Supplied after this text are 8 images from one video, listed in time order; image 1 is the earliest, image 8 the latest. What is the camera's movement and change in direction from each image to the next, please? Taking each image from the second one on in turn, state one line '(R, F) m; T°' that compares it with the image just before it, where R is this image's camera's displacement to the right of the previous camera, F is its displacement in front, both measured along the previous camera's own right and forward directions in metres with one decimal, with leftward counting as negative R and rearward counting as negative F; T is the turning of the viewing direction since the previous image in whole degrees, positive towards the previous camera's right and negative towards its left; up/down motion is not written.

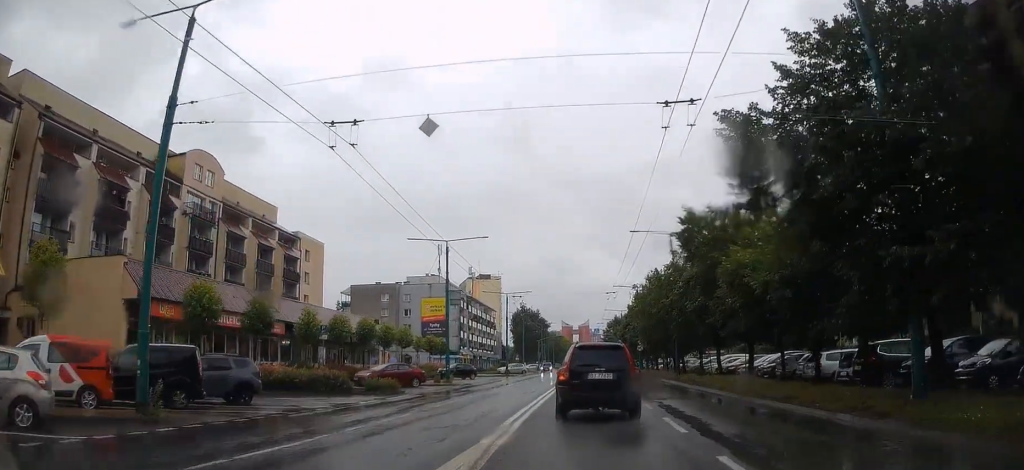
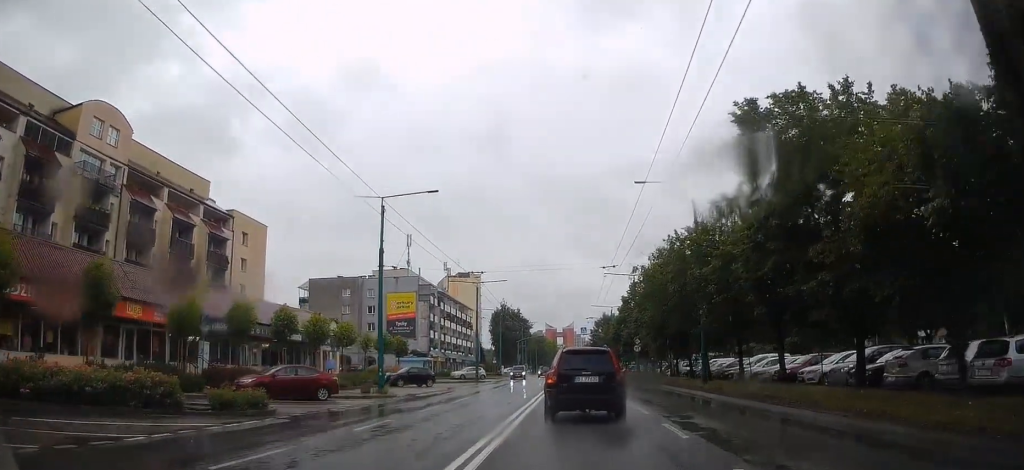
(0.0, +13.9) m; +1°
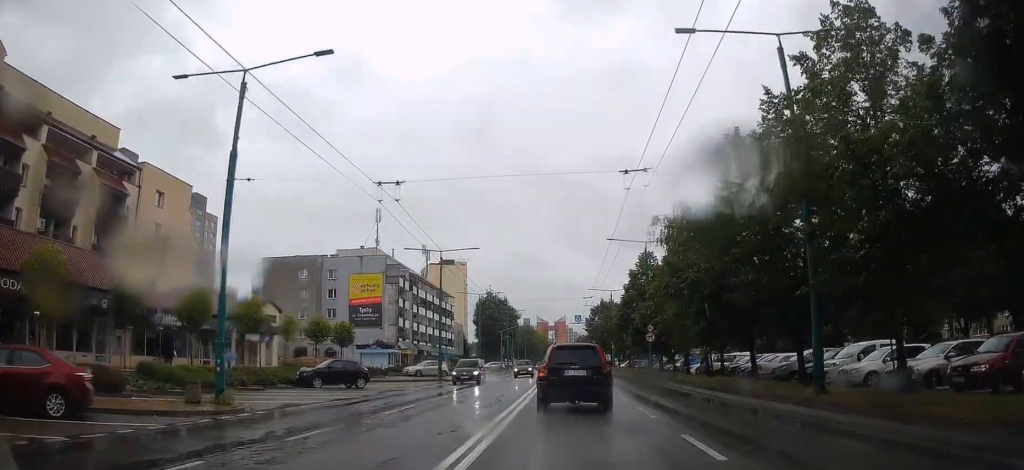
(+0.4, +15.6) m; +1°
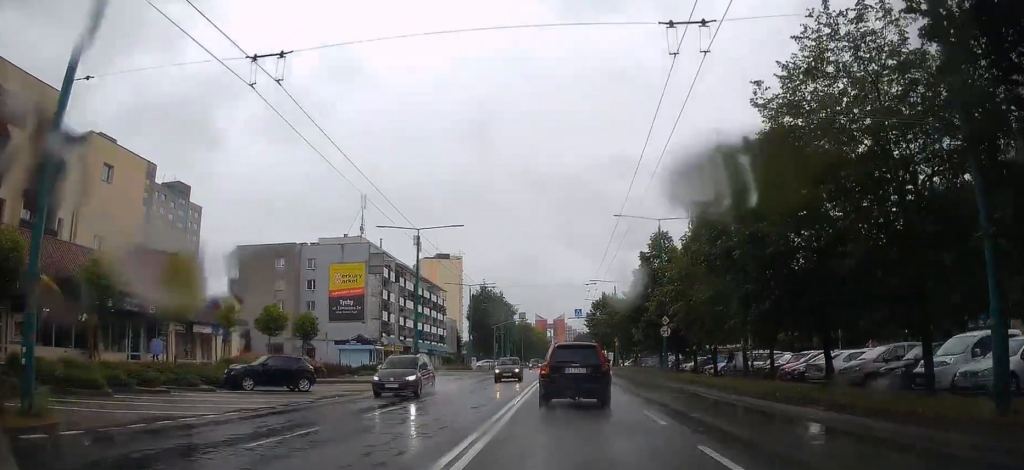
(-0.1, +7.9) m; 0°
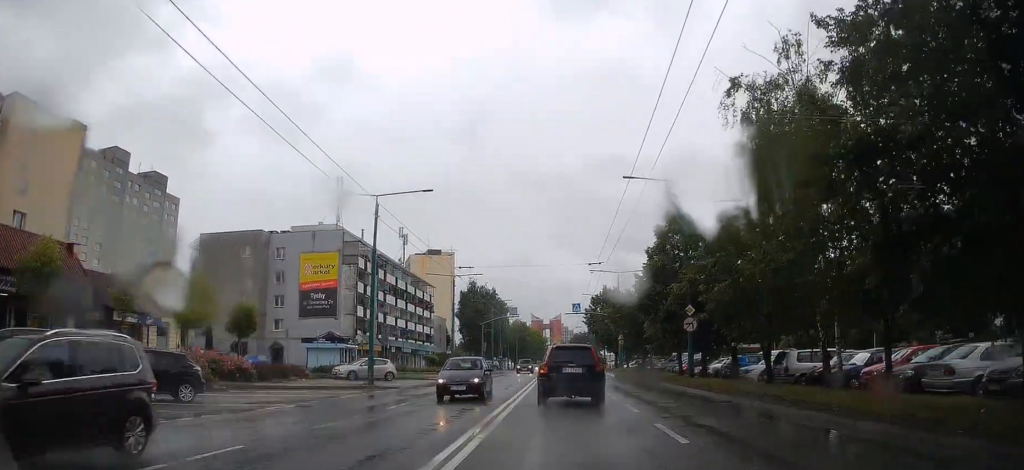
(0.0, +9.1) m; 0°
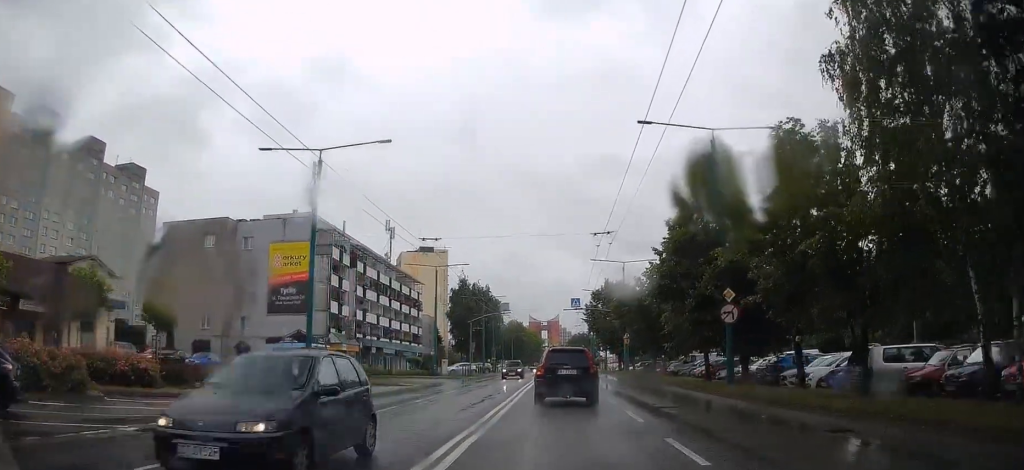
(+0.2, +8.0) m; 0°
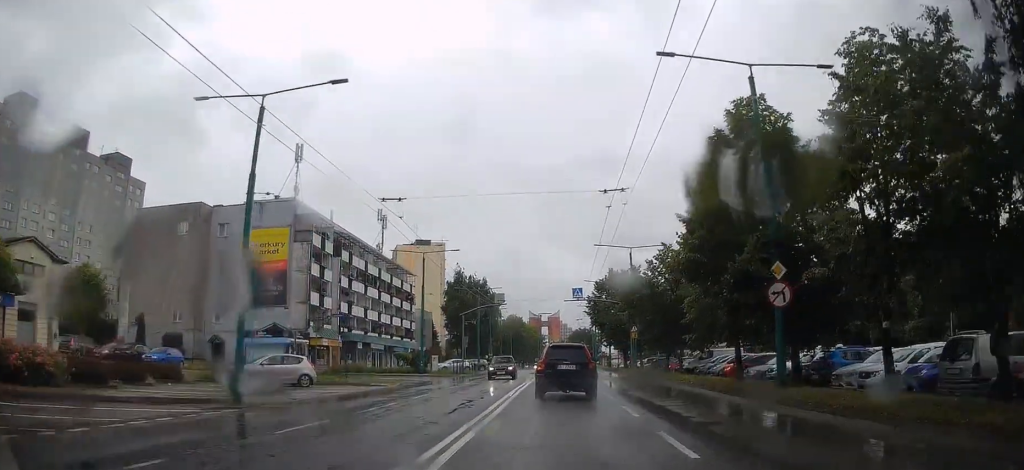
(-0.1, +5.7) m; -1°
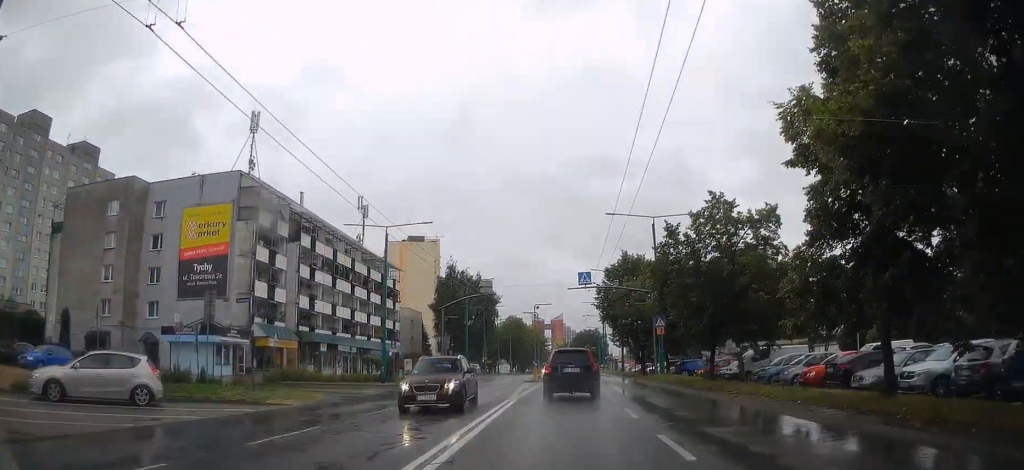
(-0.1, +12.2) m; 0°
